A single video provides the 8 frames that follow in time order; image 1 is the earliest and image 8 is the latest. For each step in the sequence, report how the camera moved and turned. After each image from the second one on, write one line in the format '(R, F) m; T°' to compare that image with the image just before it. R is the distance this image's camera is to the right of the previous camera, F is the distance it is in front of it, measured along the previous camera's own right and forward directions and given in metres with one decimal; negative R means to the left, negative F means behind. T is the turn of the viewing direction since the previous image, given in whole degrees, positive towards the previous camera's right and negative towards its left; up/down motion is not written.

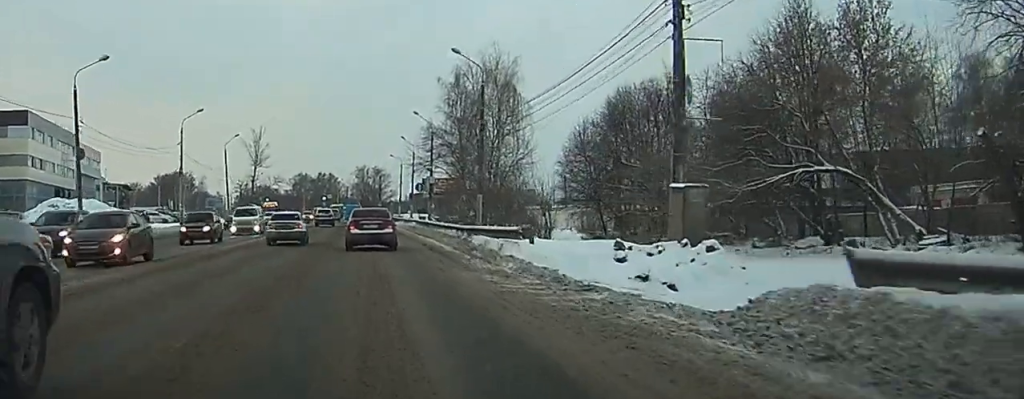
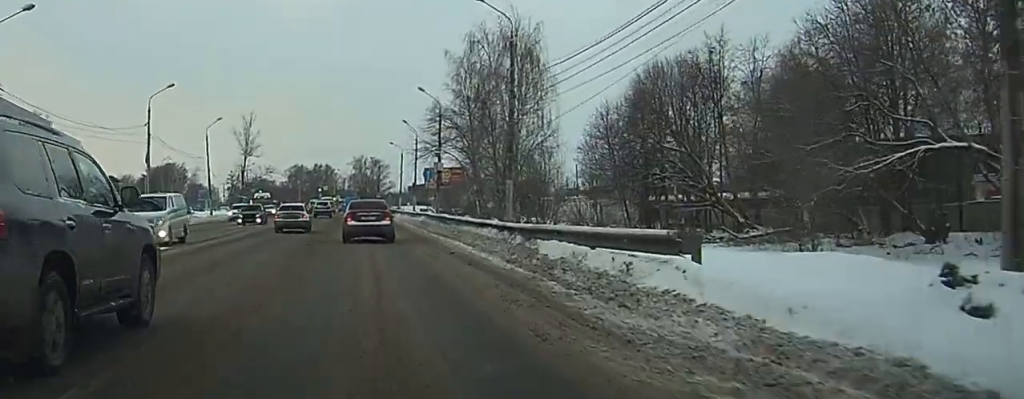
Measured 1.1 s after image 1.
(+0.1, +11.0) m; 0°
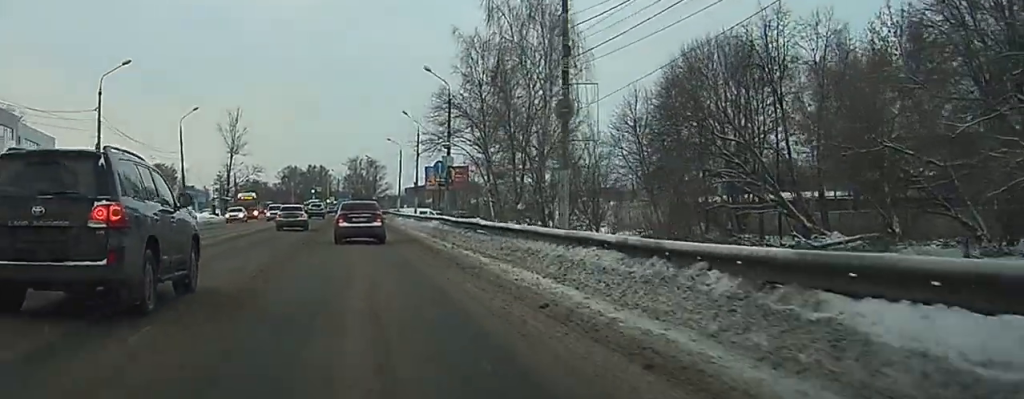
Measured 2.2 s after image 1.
(0.0, +11.4) m; -1°
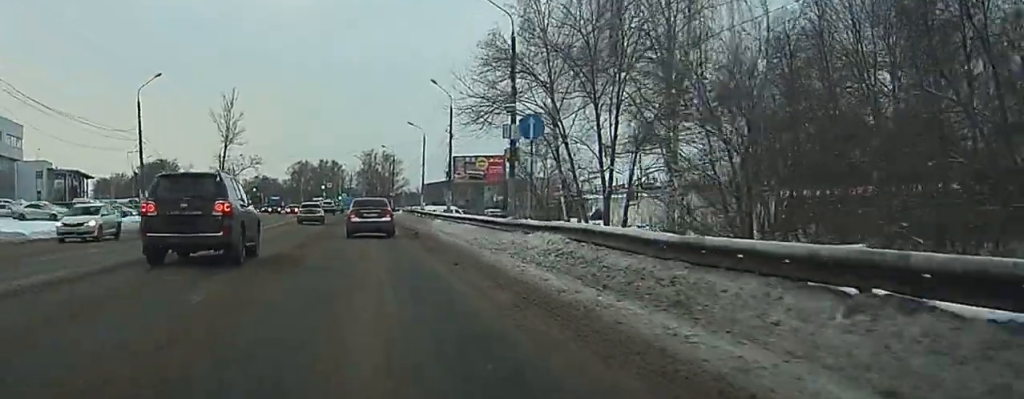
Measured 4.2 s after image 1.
(+0.1, +20.4) m; +1°
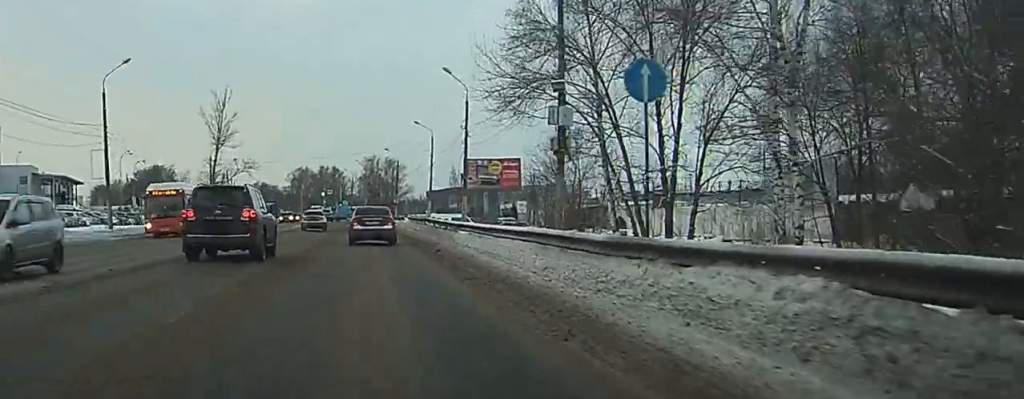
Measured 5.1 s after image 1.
(0.0, +9.2) m; -1°
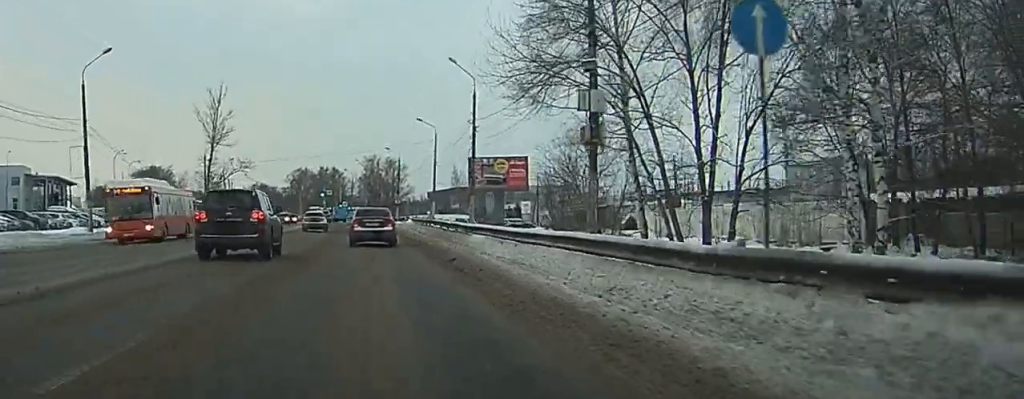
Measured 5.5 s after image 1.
(-0.1, +4.4) m; 0°
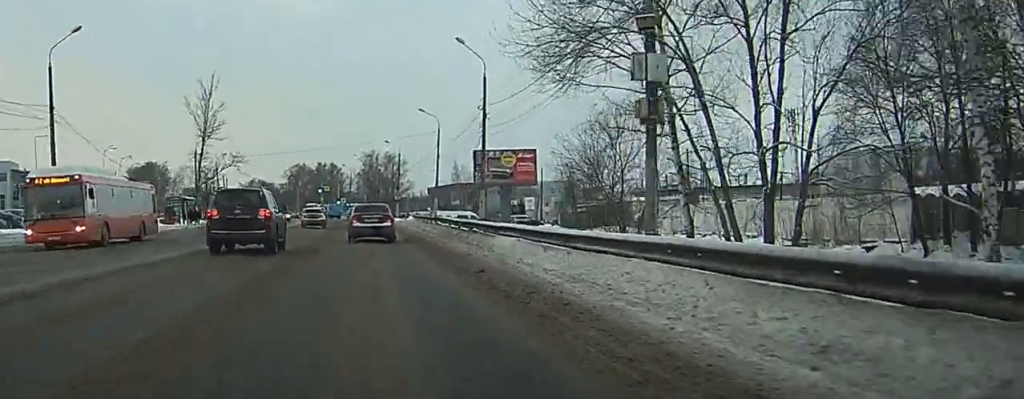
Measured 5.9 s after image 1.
(0.0, +5.1) m; 0°
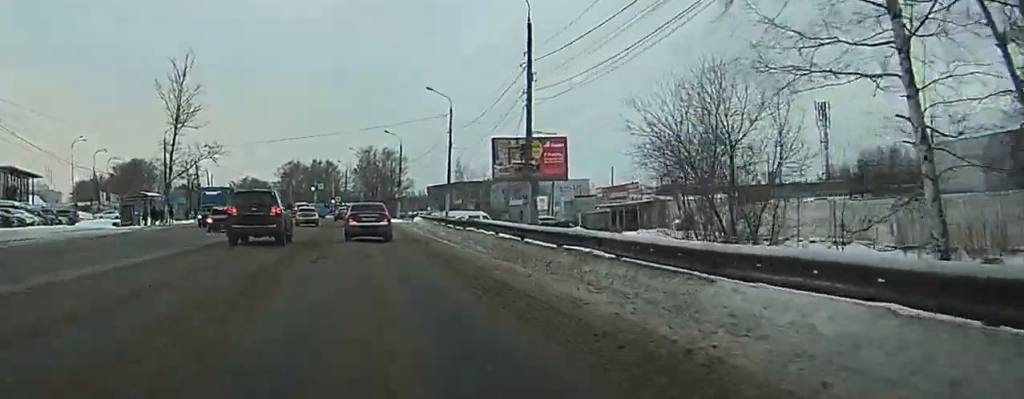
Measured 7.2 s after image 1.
(-0.1, +14.3) m; -1°
